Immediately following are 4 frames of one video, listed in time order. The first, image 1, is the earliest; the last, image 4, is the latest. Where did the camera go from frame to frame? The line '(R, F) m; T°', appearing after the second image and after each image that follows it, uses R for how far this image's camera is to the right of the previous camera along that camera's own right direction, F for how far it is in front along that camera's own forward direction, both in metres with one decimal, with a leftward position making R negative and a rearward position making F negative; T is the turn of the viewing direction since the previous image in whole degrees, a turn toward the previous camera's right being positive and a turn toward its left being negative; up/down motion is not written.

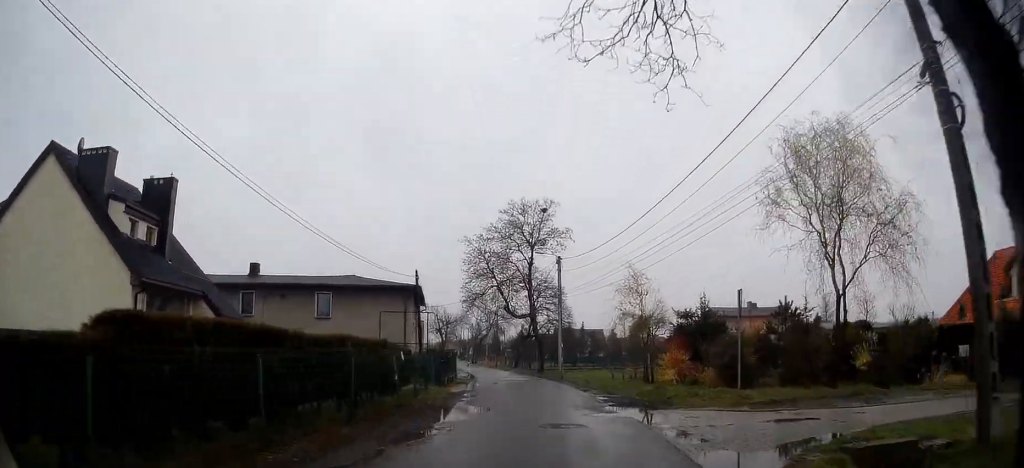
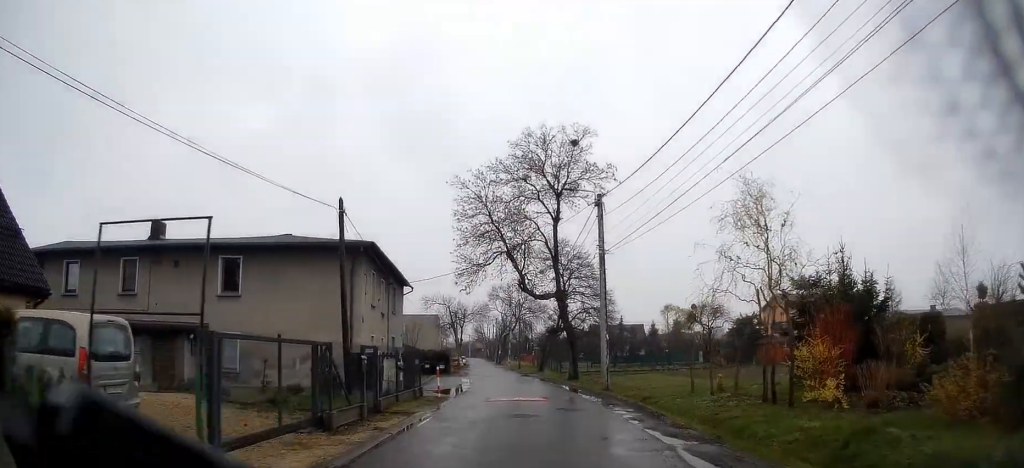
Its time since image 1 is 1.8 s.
(-0.4, +15.9) m; -3°
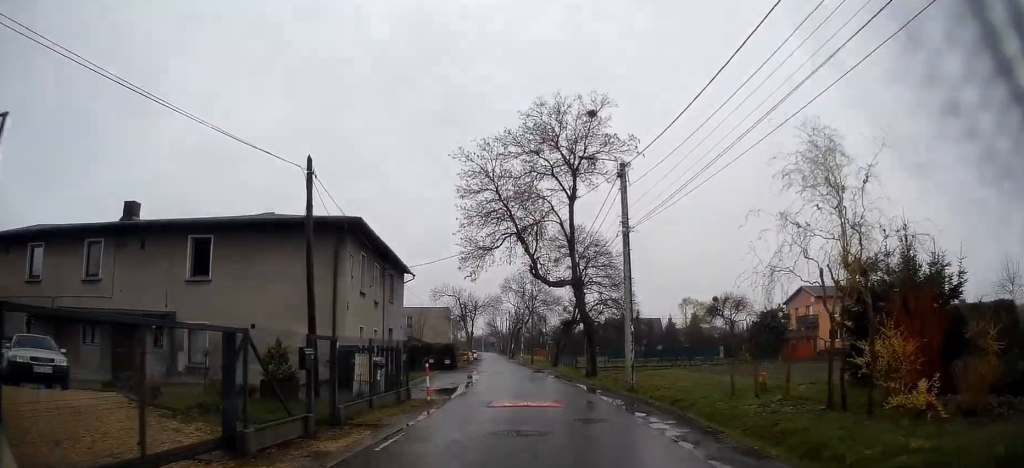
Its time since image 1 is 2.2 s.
(0.0, +3.7) m; -1°
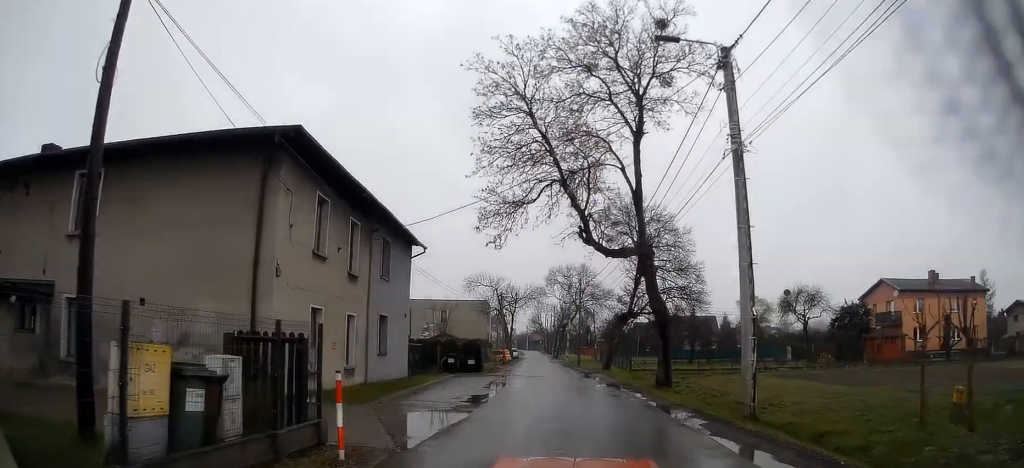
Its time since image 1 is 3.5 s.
(-0.3, +9.7) m; -4°
